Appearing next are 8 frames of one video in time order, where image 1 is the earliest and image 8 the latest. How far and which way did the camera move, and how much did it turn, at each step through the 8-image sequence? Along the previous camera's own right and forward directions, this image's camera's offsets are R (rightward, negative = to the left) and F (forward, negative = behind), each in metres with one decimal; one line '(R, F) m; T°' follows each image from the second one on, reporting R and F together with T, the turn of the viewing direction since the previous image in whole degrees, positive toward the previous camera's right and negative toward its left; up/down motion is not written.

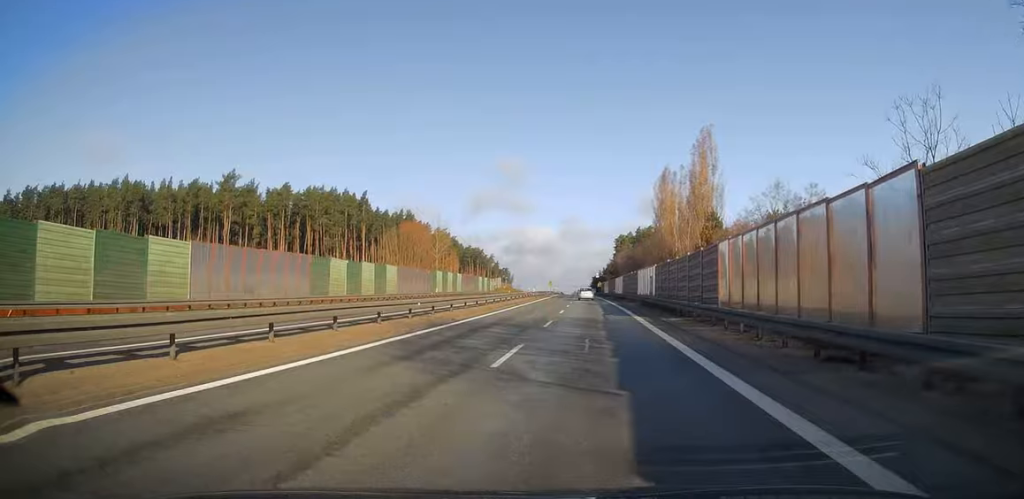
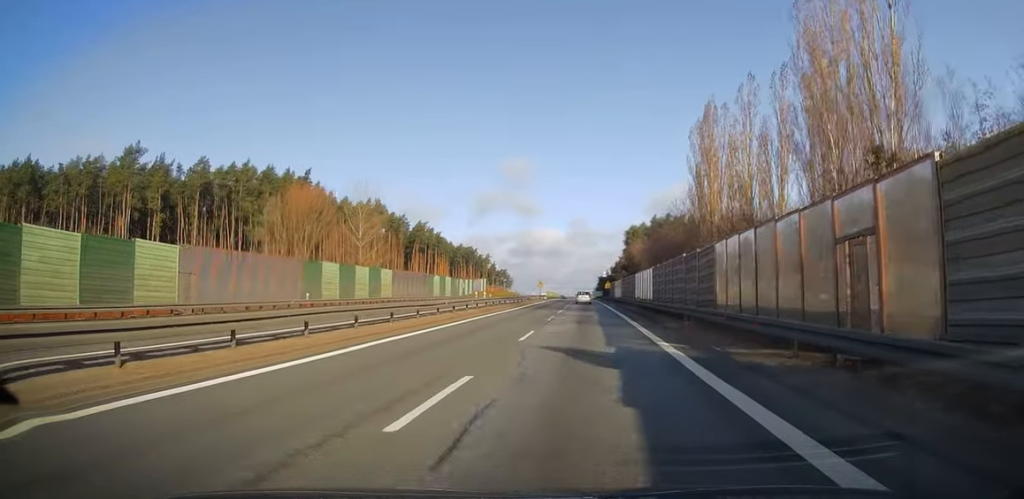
(0.0, +41.4) m; 0°
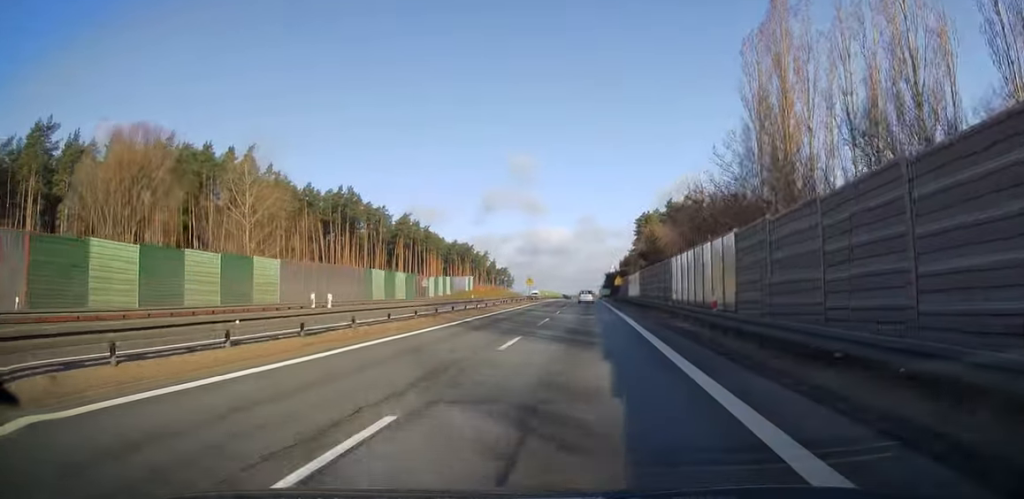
(-0.1, +27.9) m; -1°
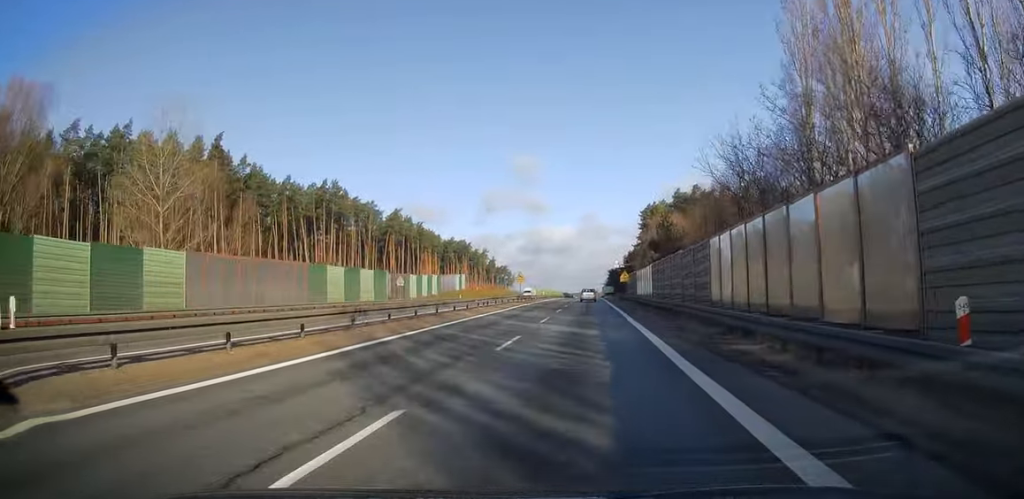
(+0.1, +11.9) m; 0°
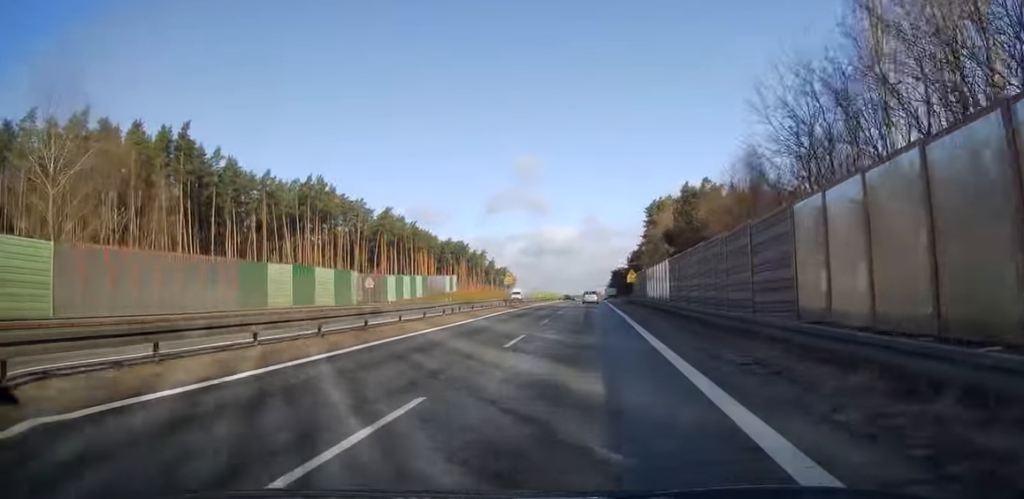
(-0.1, +10.7) m; 0°
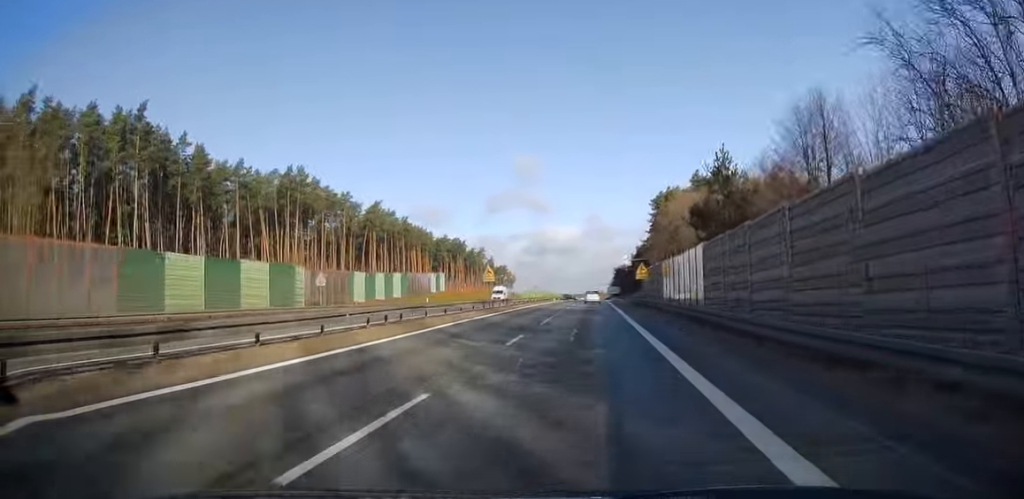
(-0.2, +11.9) m; 0°
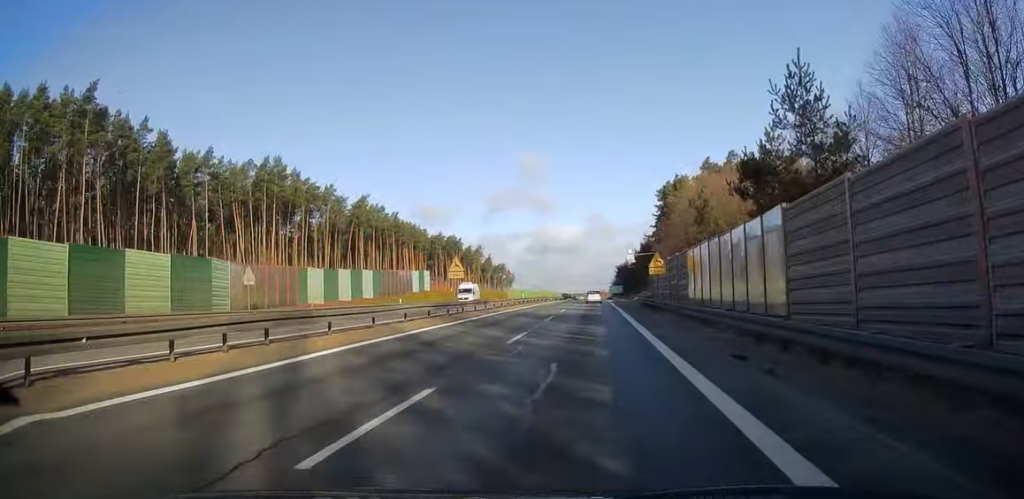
(0.0, +11.5) m; 0°
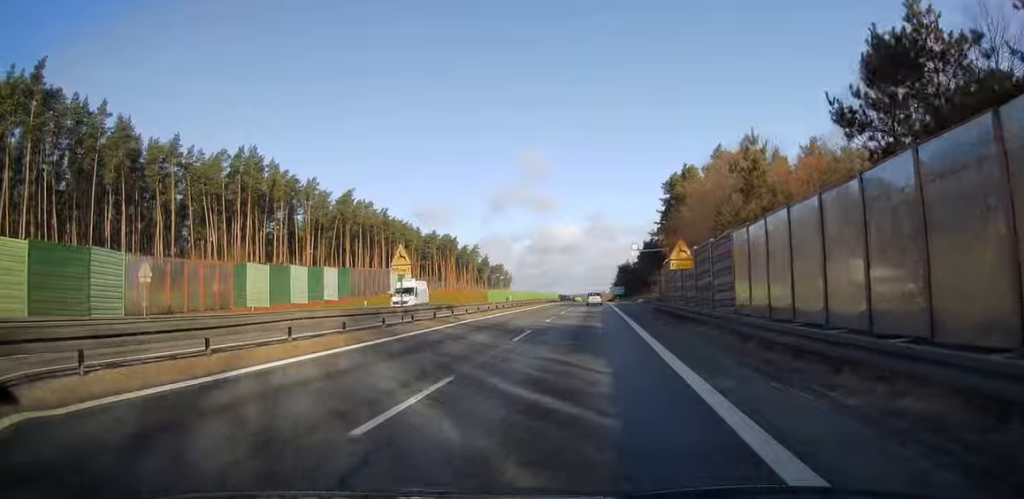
(+0.1, +10.7) m; 0°
